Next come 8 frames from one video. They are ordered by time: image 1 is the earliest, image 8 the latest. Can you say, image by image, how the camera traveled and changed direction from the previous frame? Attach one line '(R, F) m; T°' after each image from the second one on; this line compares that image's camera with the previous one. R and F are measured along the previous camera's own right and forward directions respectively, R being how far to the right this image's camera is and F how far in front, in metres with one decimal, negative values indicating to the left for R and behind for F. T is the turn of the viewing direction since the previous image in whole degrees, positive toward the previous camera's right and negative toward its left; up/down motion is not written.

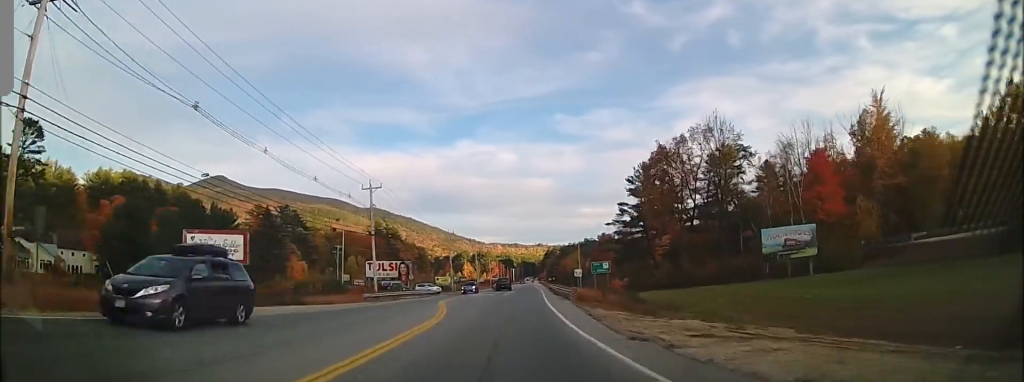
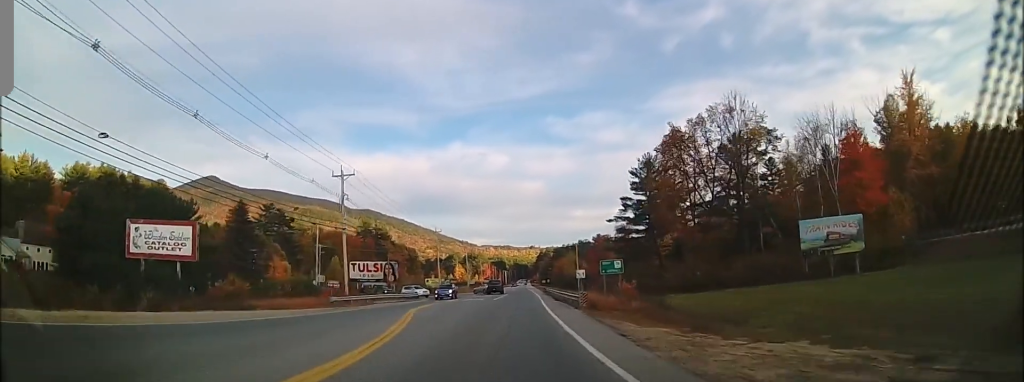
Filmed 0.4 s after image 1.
(+0.1, +8.5) m; +1°
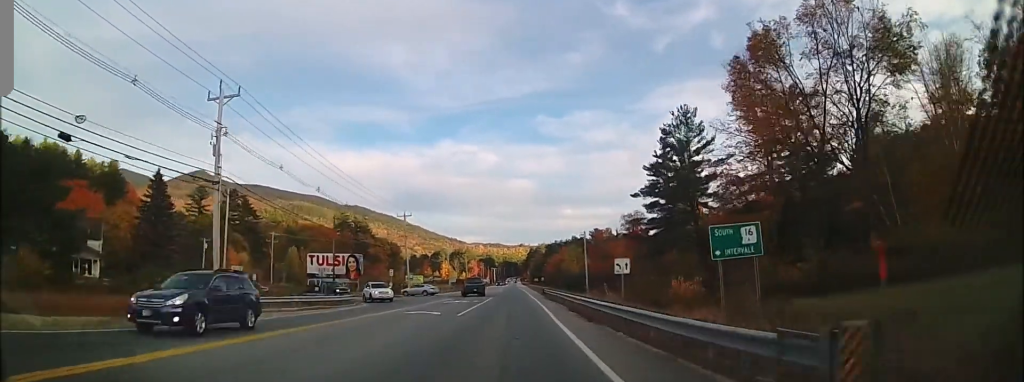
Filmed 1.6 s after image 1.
(+0.4, +23.4) m; +1°
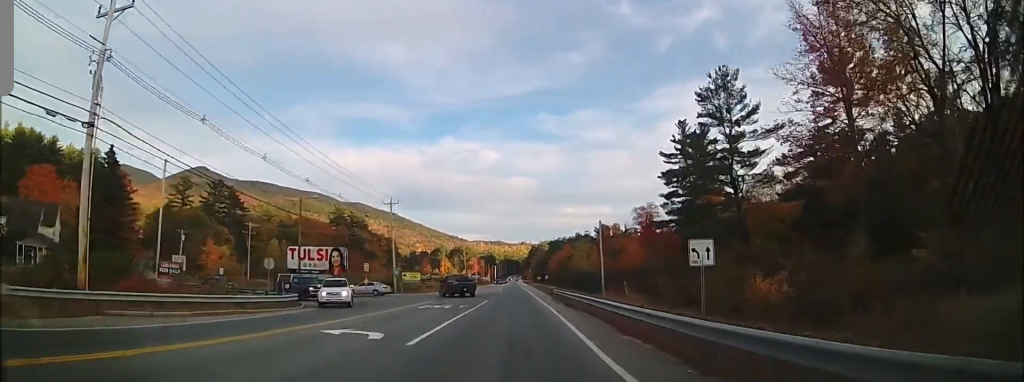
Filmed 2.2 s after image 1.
(+0.1, +11.7) m; 0°
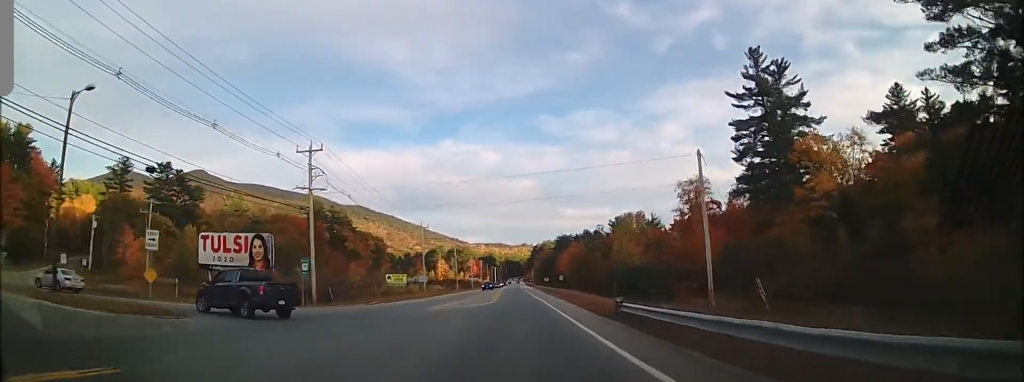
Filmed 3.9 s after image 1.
(0.0, +33.4) m; 0°
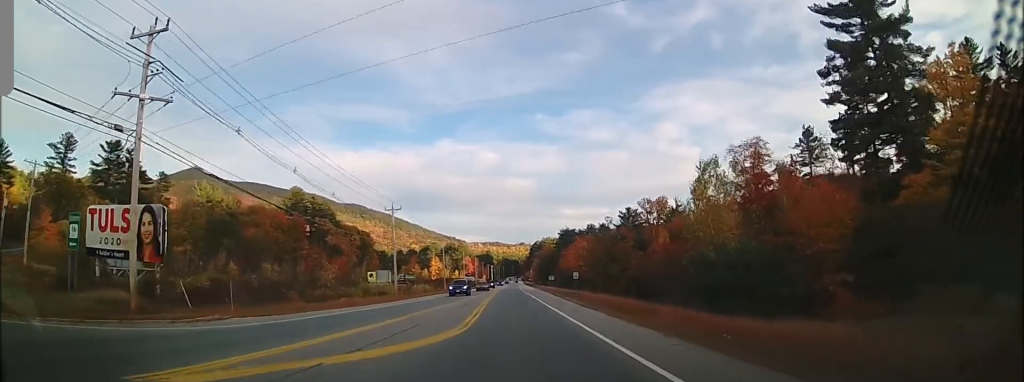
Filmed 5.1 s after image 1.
(+0.1, +23.5) m; 0°
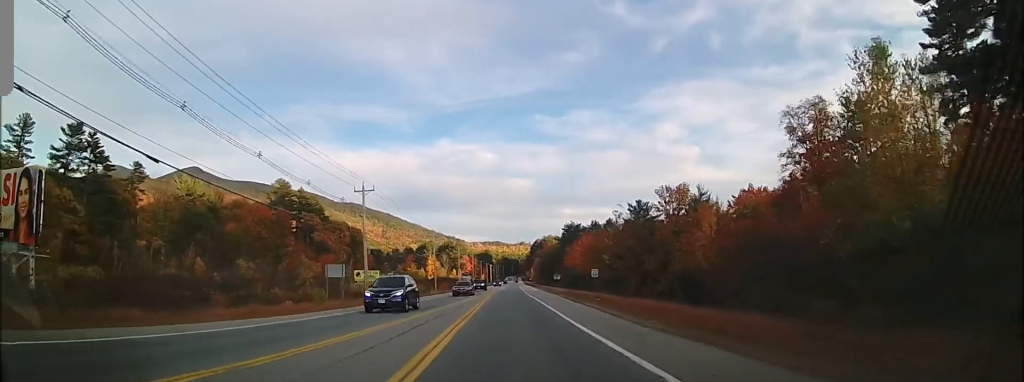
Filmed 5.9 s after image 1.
(-0.1, +15.6) m; 0°
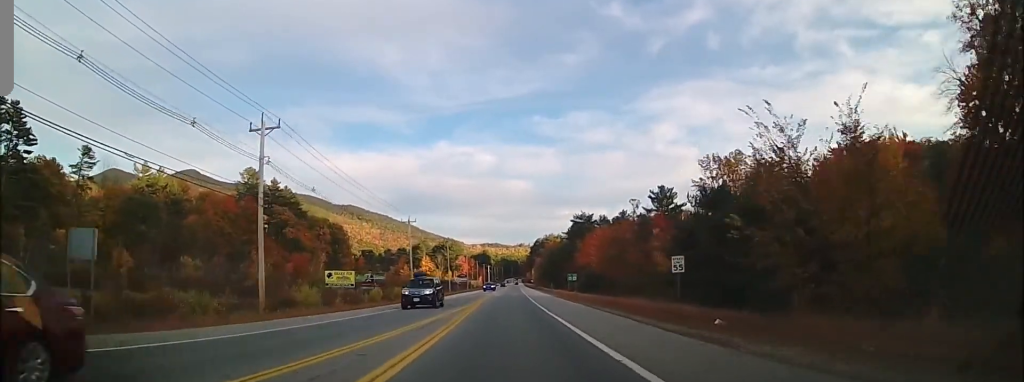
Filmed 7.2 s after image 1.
(+0.1, +26.4) m; +1°
